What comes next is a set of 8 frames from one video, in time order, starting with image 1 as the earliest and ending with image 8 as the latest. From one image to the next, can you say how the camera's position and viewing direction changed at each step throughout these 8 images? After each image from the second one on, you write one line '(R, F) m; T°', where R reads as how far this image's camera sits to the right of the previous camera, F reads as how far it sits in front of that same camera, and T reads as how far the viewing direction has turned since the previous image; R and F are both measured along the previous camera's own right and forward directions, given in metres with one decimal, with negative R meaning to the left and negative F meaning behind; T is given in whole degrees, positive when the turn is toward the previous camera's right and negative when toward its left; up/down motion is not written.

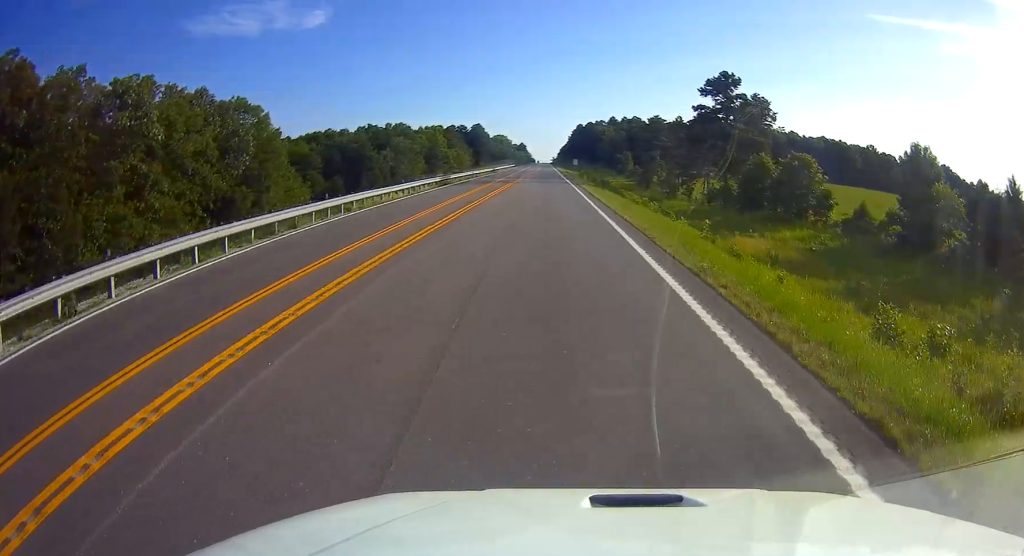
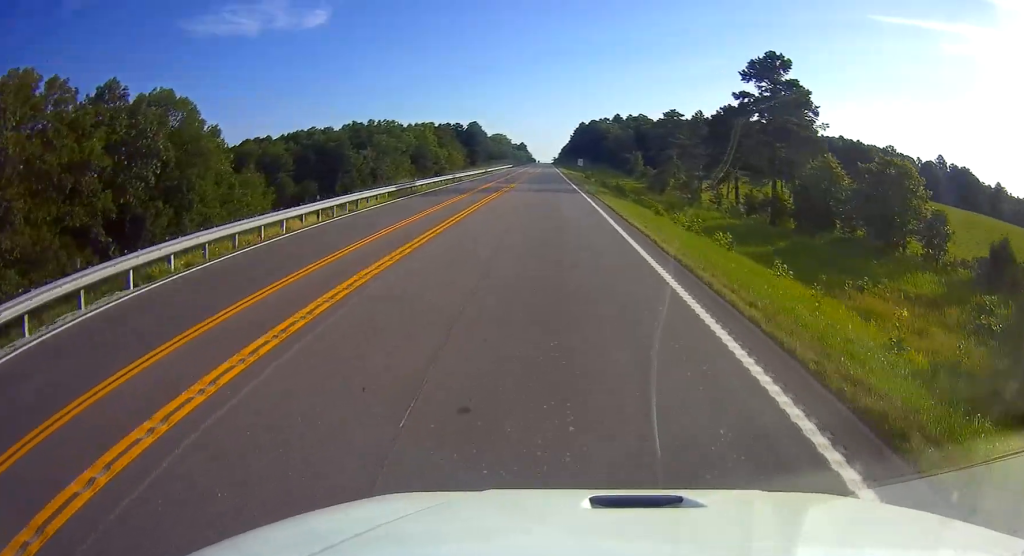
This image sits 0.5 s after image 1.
(0.0, +16.3) m; 0°
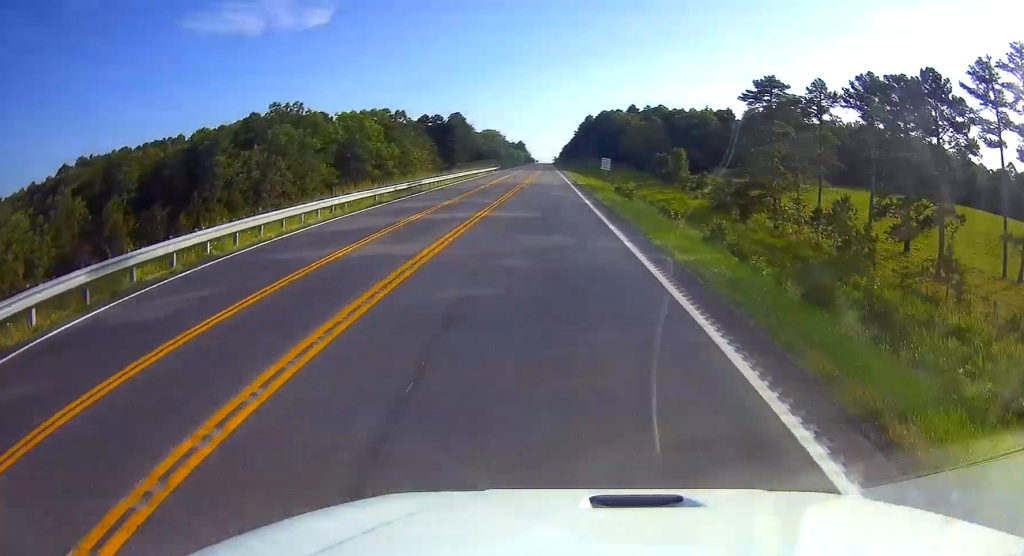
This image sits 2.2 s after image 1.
(-0.1, +51.0) m; 0°
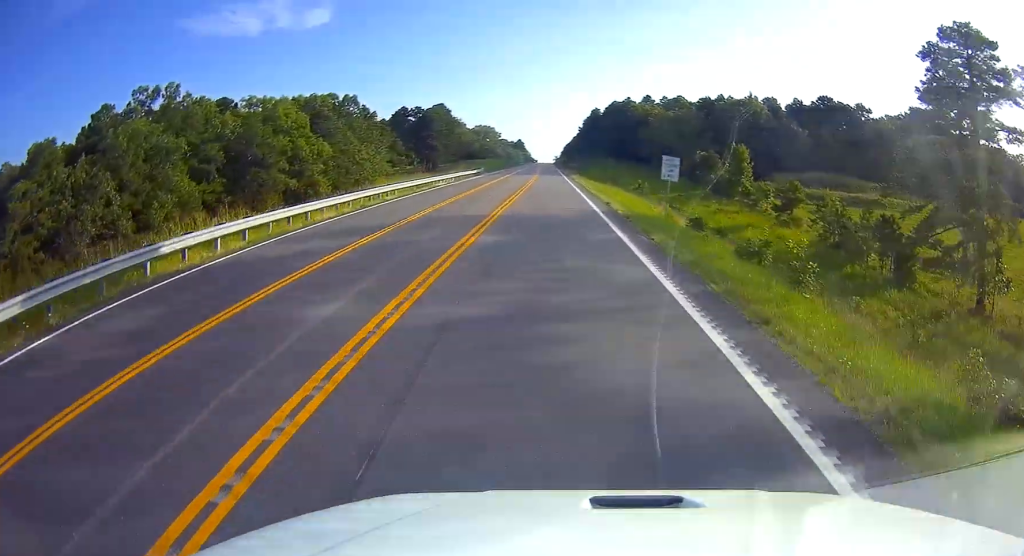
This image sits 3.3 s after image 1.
(-0.2, +33.6) m; -1°
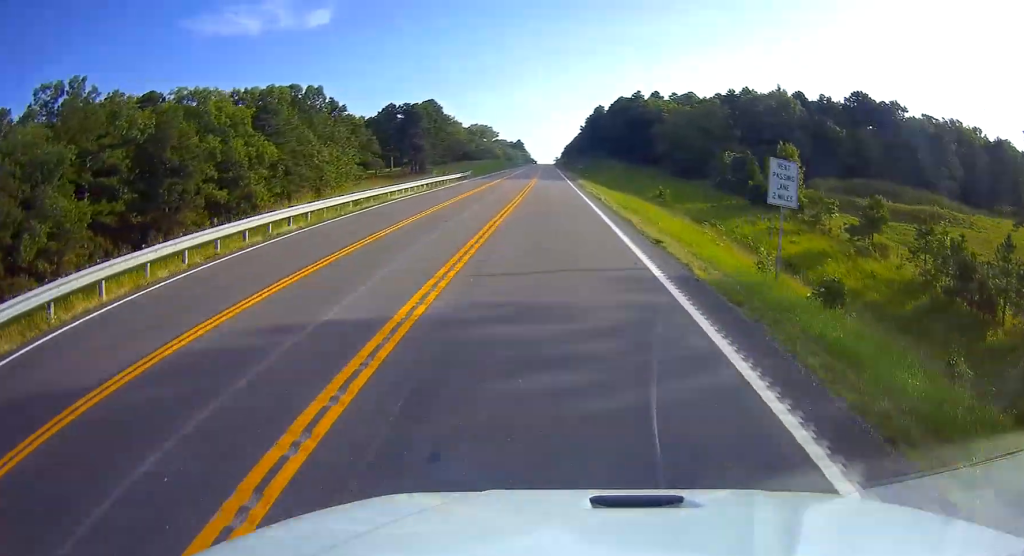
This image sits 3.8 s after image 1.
(-0.3, +15.2) m; 0°
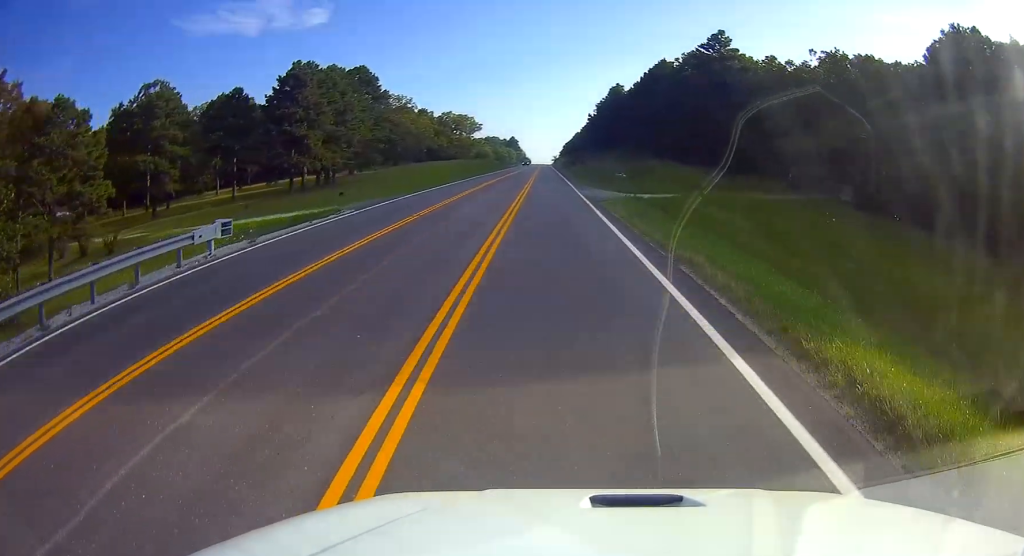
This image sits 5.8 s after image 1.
(+0.8, +61.3) m; +1°
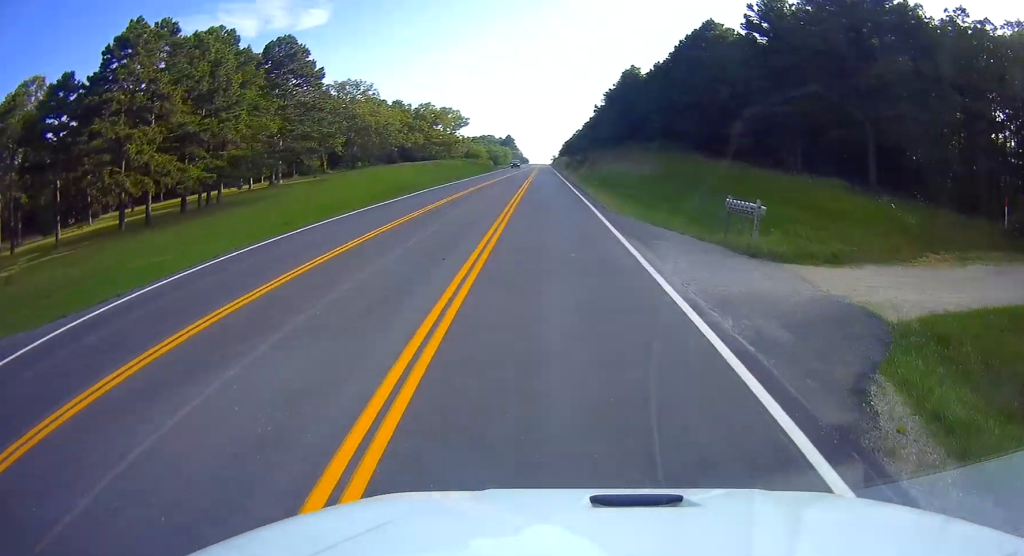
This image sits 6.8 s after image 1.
(0.0, +30.7) m; 0°
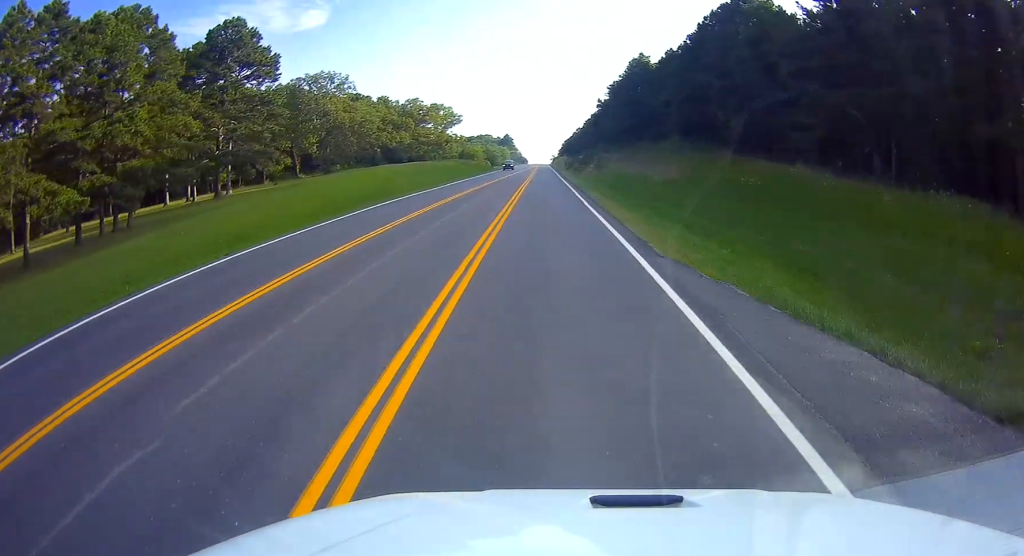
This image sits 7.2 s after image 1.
(0.0, +13.3) m; 0°
